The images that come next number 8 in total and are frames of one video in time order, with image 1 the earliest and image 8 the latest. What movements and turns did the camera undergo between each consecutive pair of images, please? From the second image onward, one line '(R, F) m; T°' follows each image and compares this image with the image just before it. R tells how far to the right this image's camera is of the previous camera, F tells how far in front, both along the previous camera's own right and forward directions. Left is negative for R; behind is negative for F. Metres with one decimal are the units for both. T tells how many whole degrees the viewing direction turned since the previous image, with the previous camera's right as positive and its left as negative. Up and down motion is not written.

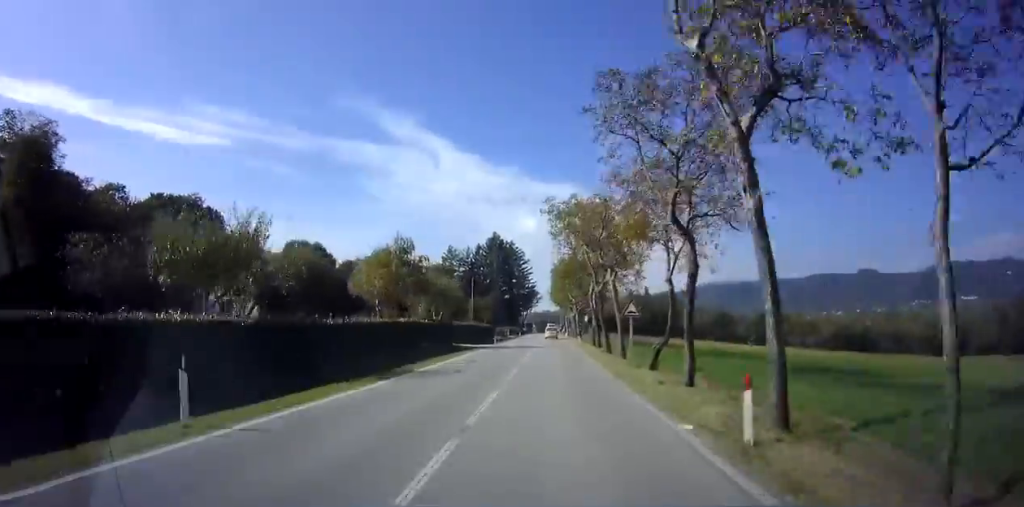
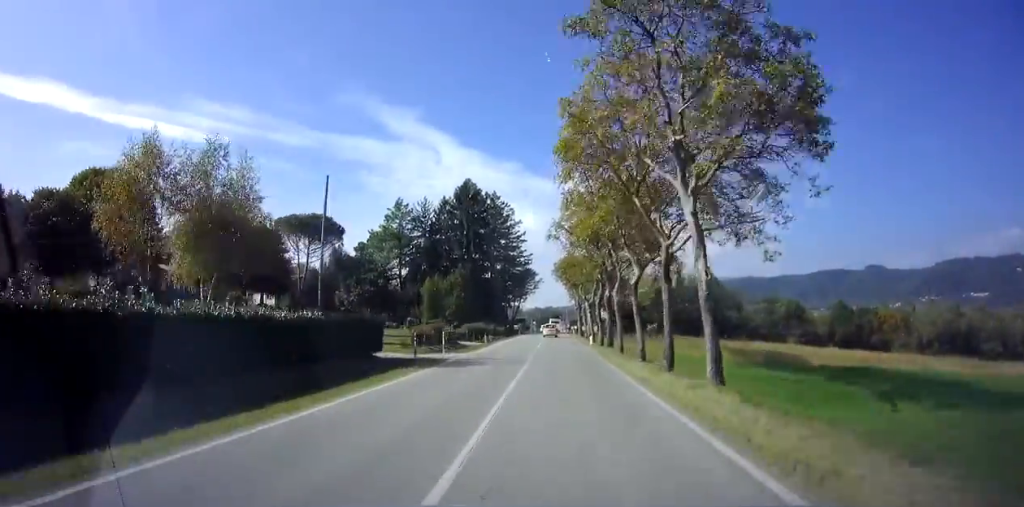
(-0.1, +49.8) m; -1°
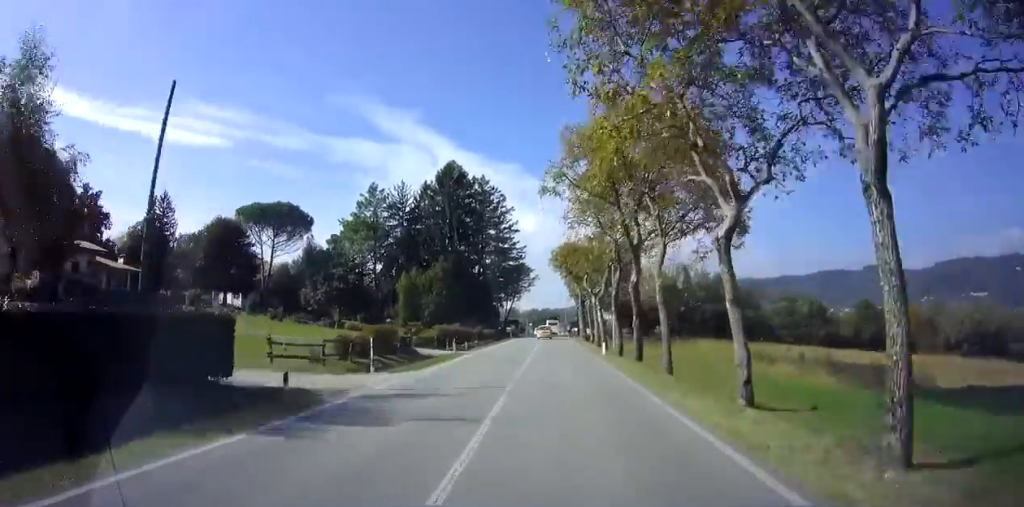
(-0.2, +11.6) m; 0°
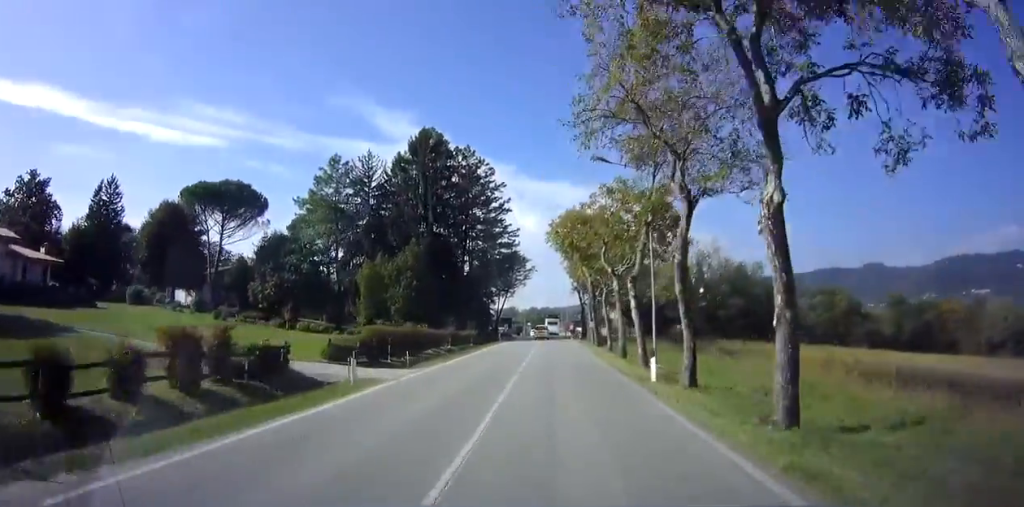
(+0.3, +14.7) m; 0°
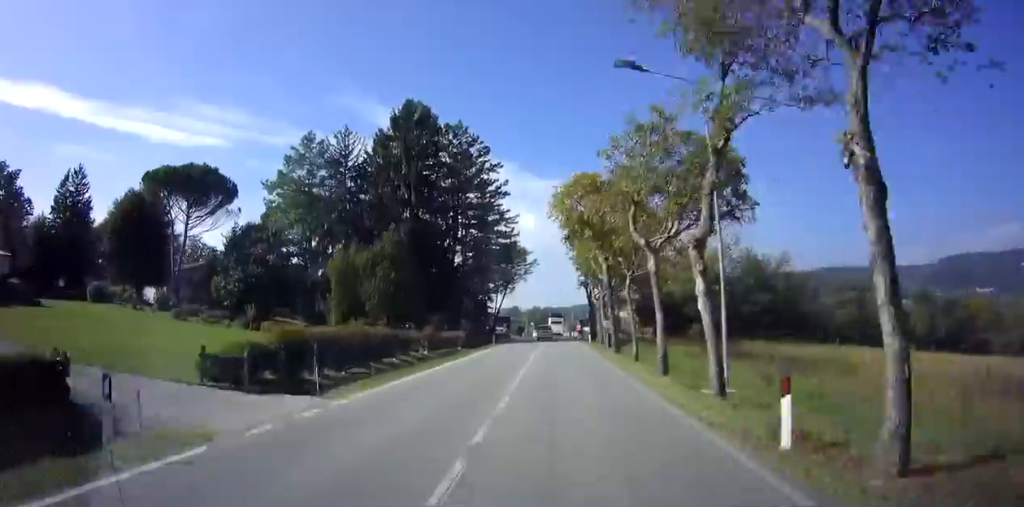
(0.0, +8.5) m; 0°
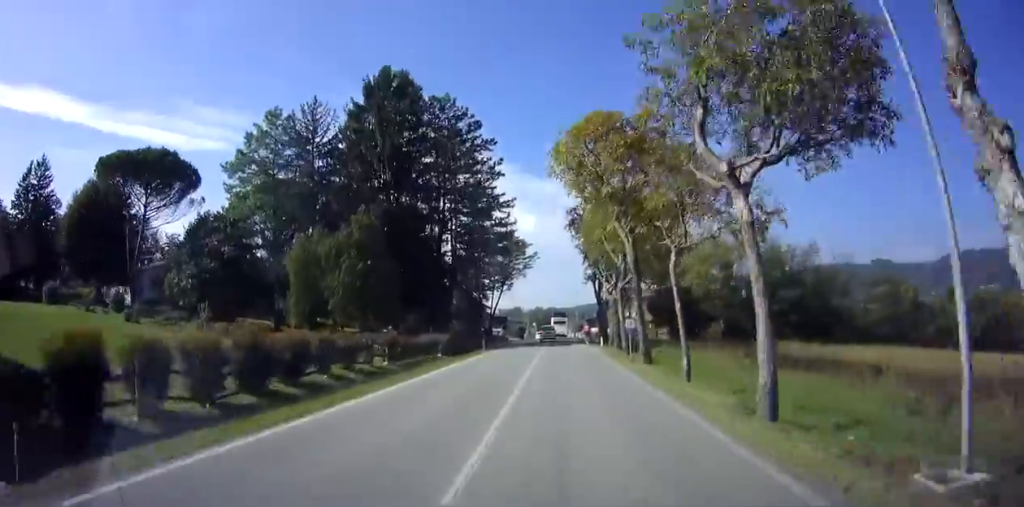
(-0.1, +8.4) m; -1°
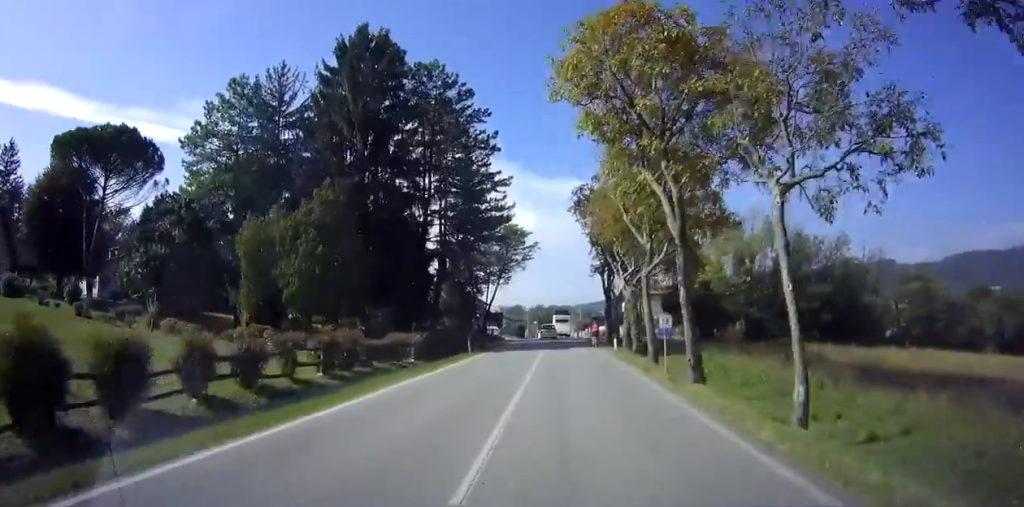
(0.0, +7.2) m; 0°
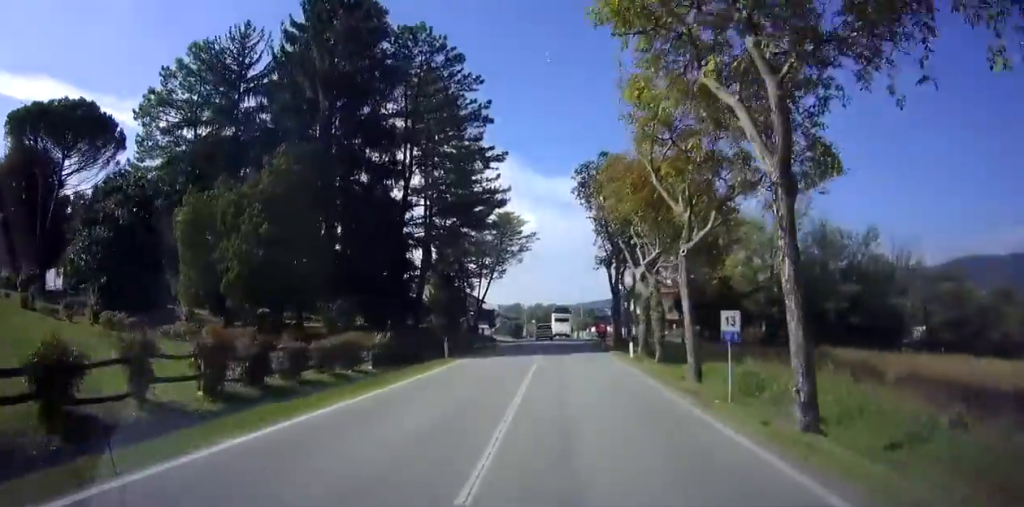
(0.0, +6.6) m; 0°
